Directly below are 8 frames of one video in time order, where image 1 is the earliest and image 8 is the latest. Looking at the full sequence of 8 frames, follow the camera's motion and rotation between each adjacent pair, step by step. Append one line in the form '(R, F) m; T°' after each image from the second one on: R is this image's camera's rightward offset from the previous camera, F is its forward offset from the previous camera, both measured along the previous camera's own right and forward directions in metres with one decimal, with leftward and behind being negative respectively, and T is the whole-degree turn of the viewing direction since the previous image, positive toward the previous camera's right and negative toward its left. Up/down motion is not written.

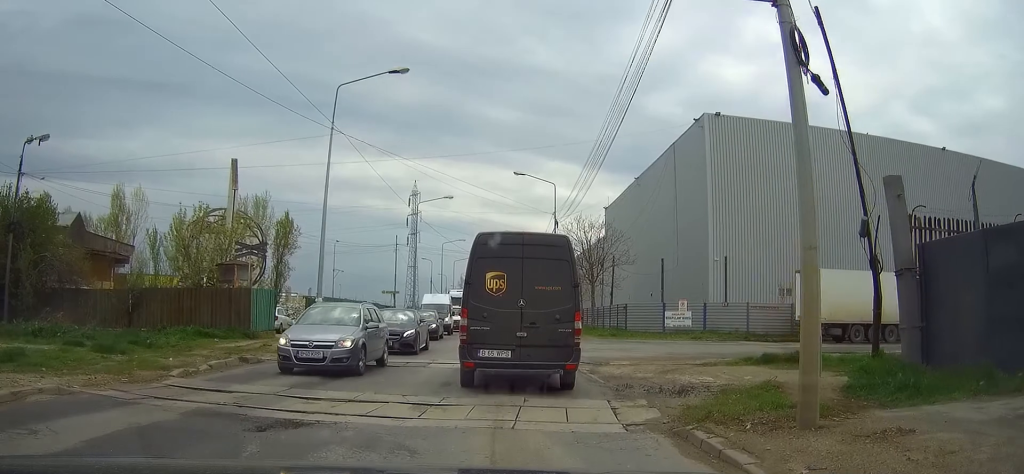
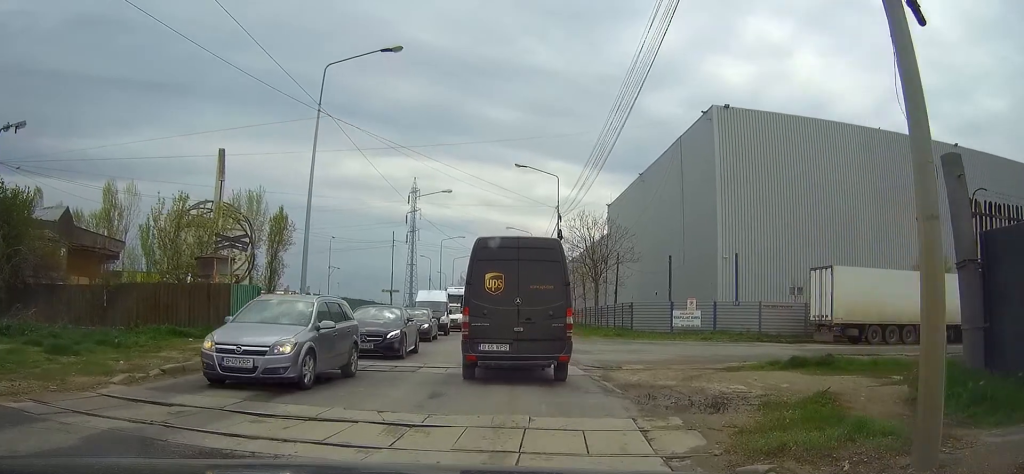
(0.0, +2.1) m; +2°
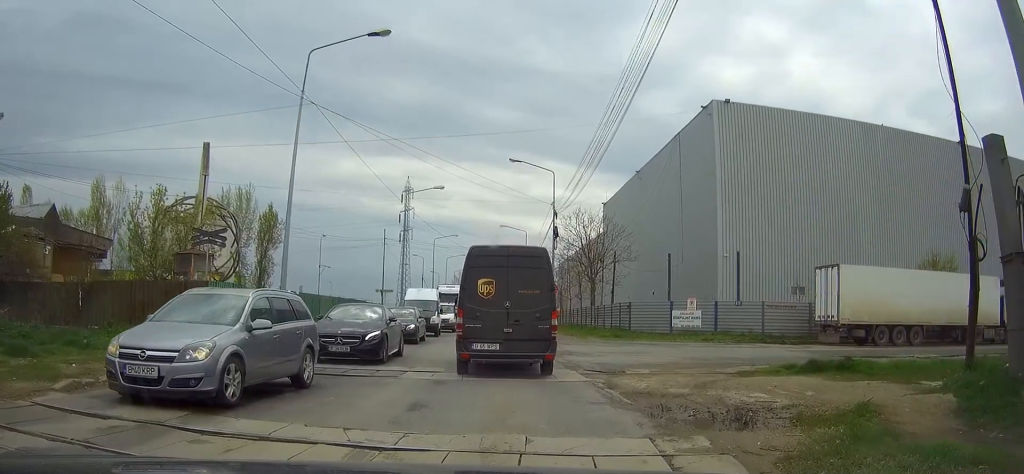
(0.0, +1.4) m; +2°
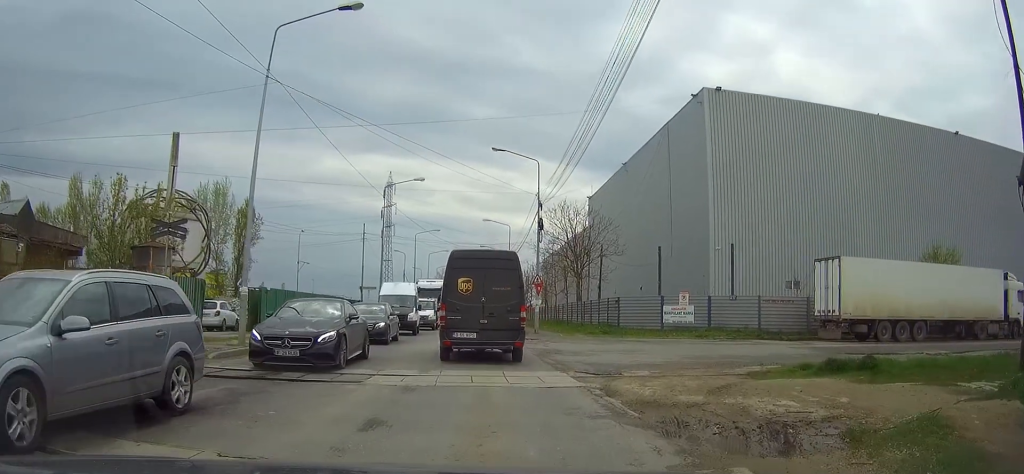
(0.0, +2.2) m; +5°
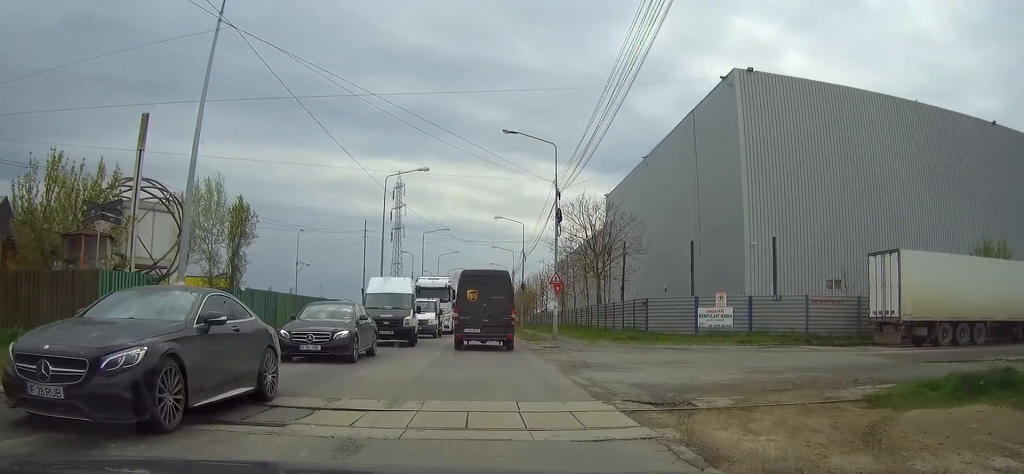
(+0.1, +5.5) m; -1°
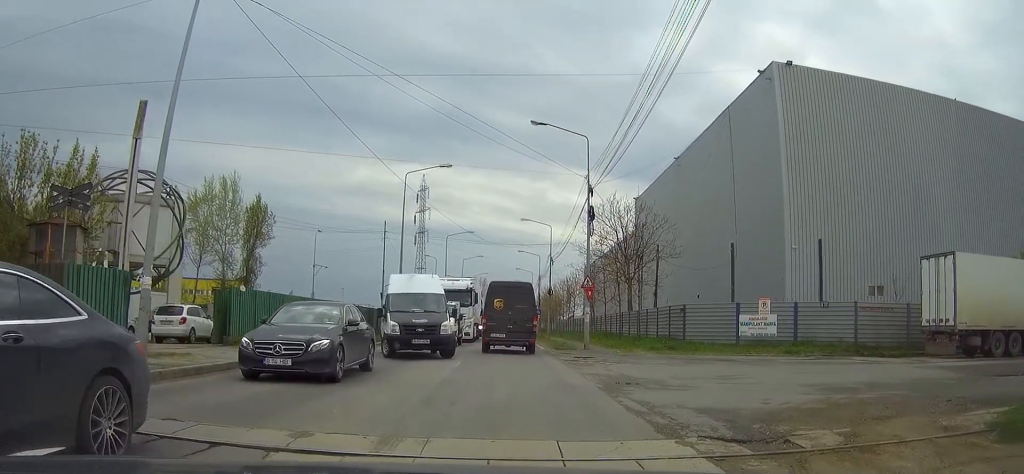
(0.0, +2.9) m; +1°
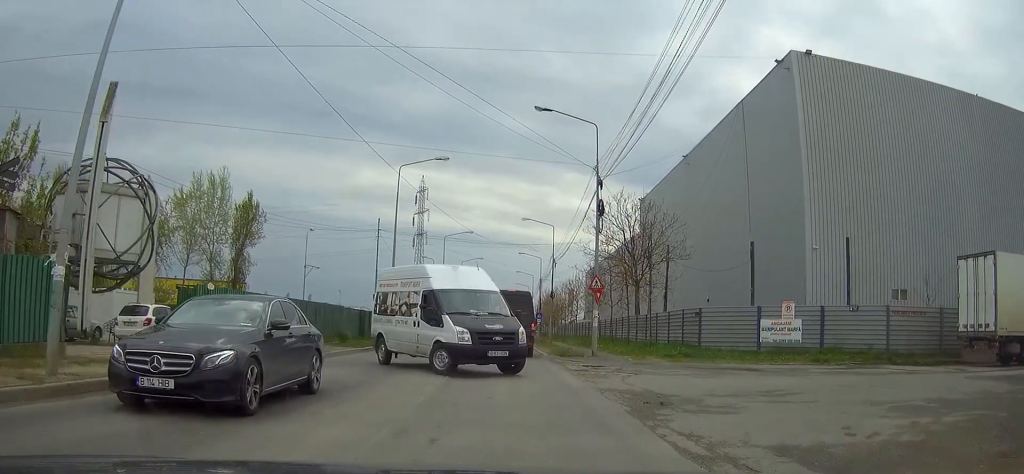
(0.0, +3.2) m; +3°
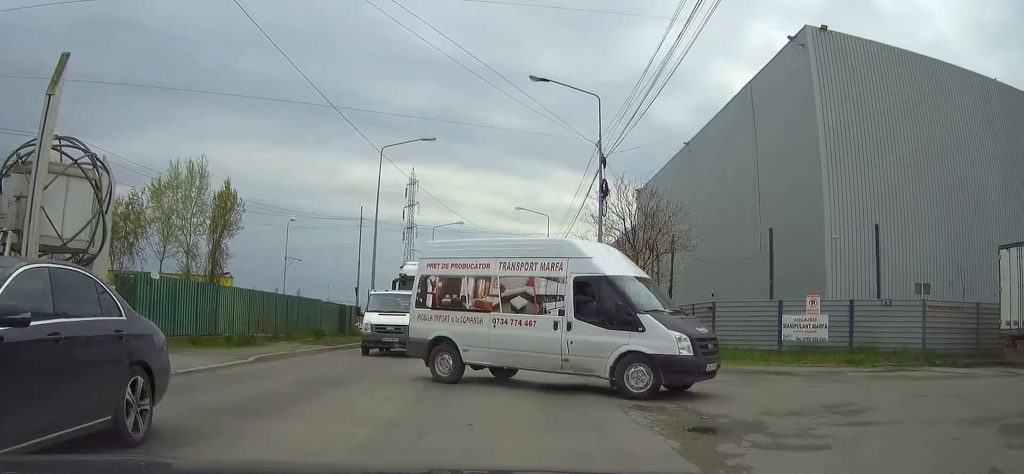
(+0.1, +4.0) m; +3°
